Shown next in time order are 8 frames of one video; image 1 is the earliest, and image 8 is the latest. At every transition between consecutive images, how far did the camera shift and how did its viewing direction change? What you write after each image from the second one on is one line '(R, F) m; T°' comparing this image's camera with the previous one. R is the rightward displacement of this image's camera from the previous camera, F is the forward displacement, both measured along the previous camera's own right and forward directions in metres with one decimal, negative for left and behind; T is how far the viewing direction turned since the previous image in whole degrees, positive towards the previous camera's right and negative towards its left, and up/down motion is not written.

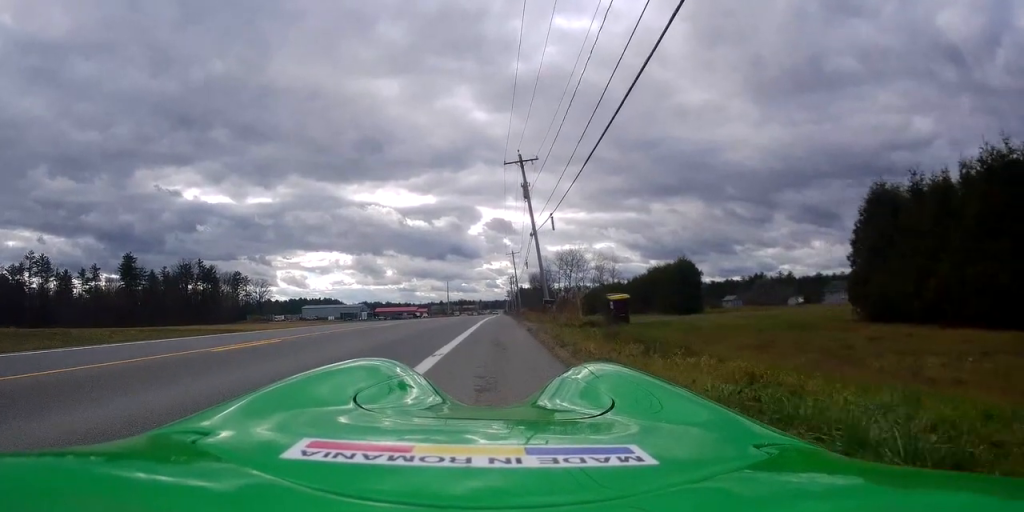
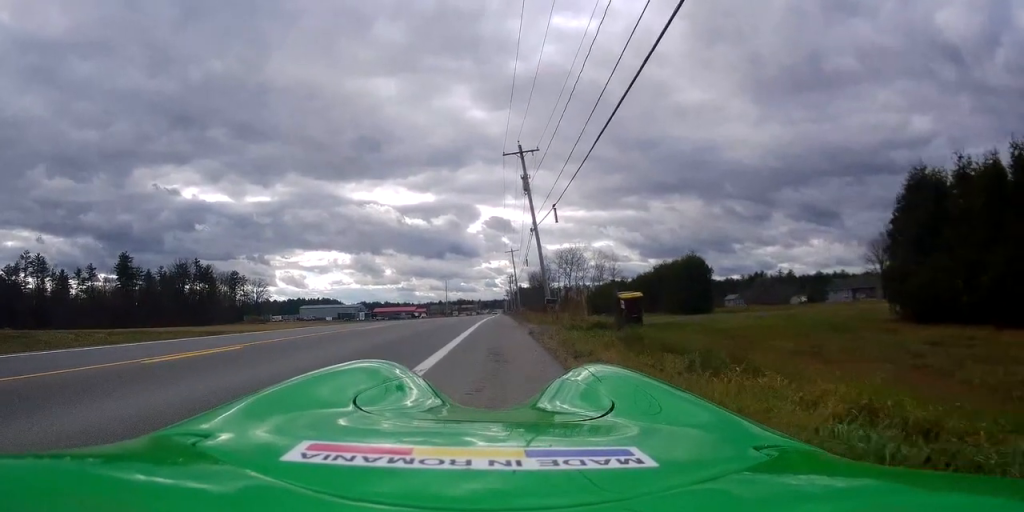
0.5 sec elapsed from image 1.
(+0.1, +1.9) m; +3°
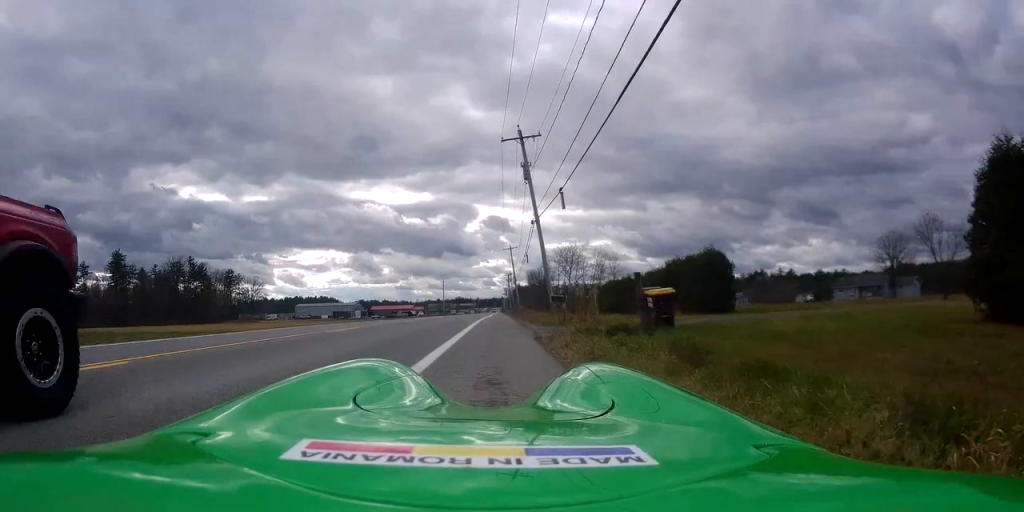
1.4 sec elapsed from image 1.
(0.0, +3.4) m; 0°
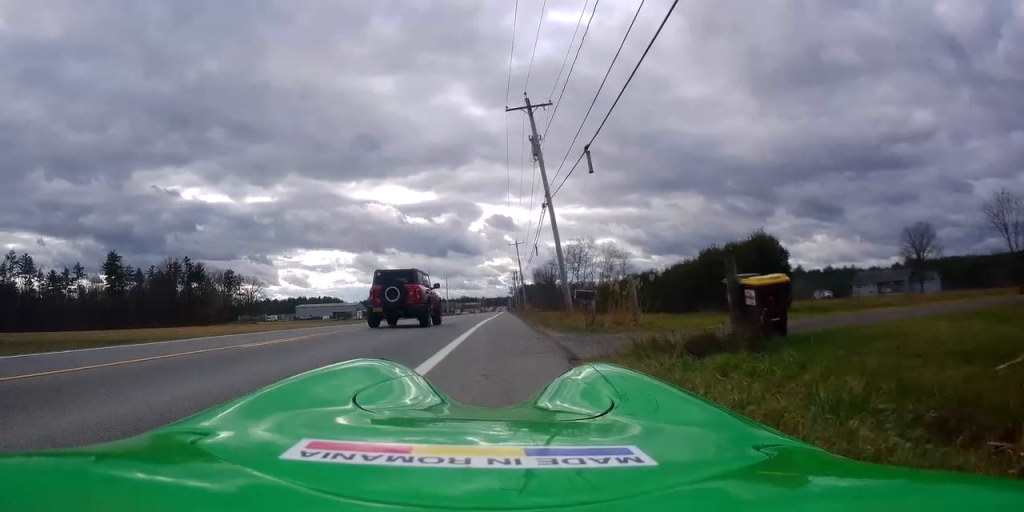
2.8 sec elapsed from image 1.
(-0.2, +5.6) m; -6°
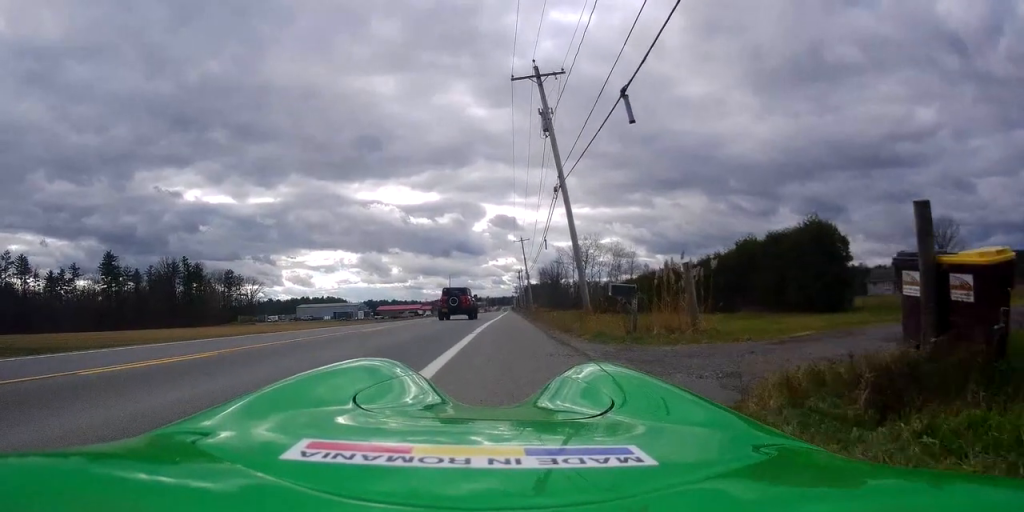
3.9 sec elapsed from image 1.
(-0.2, +4.4) m; 0°
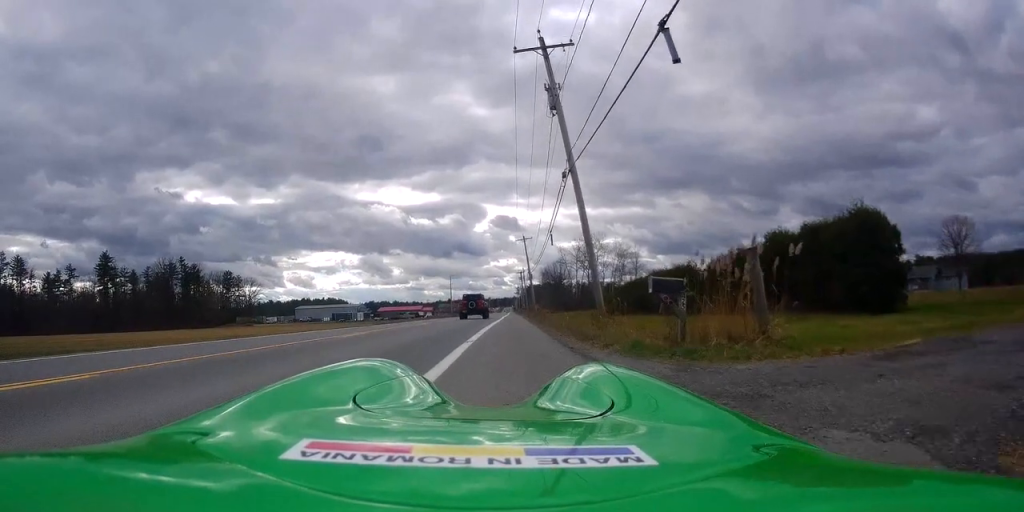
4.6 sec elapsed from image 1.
(+0.1, +3.1) m; +2°
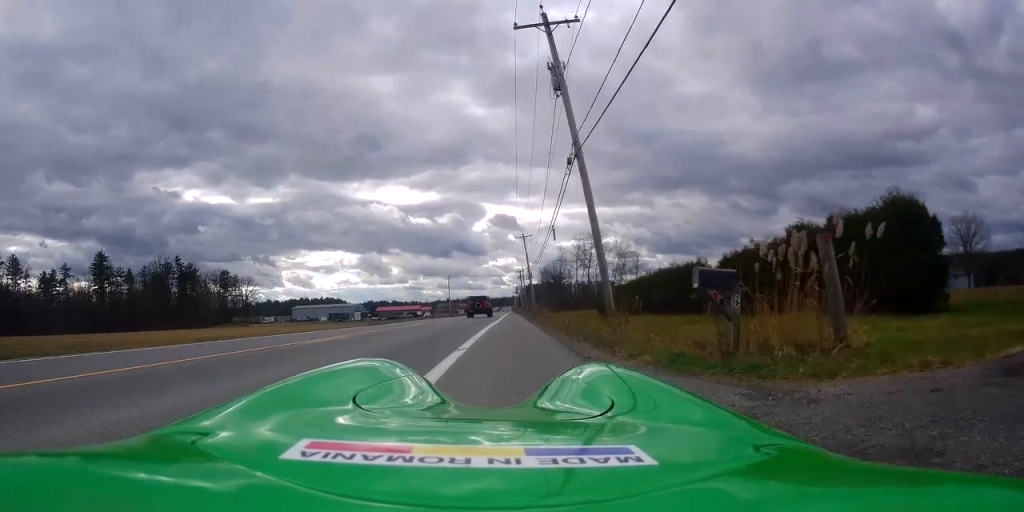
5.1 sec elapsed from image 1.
(+0.1, +2.1) m; 0°
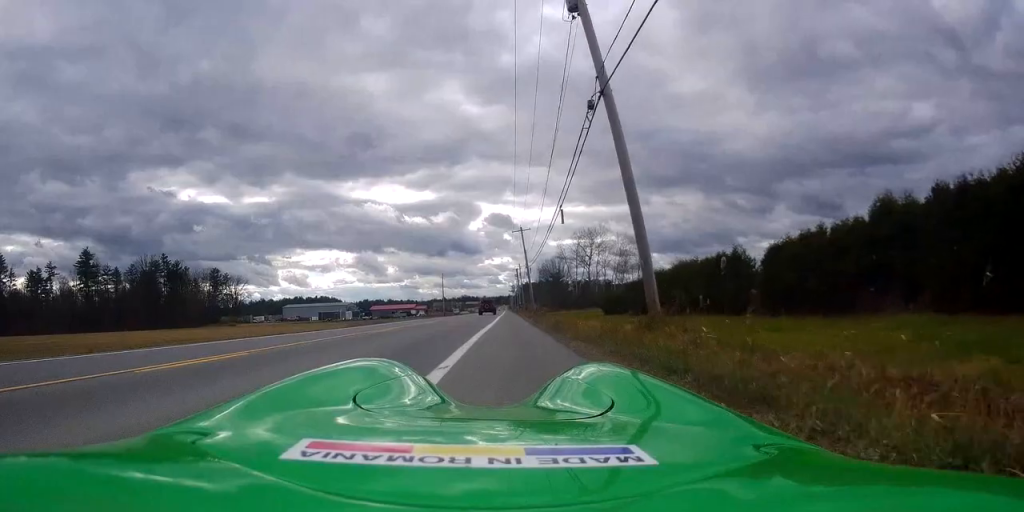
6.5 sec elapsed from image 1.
(-0.3, +6.0) m; -4°
